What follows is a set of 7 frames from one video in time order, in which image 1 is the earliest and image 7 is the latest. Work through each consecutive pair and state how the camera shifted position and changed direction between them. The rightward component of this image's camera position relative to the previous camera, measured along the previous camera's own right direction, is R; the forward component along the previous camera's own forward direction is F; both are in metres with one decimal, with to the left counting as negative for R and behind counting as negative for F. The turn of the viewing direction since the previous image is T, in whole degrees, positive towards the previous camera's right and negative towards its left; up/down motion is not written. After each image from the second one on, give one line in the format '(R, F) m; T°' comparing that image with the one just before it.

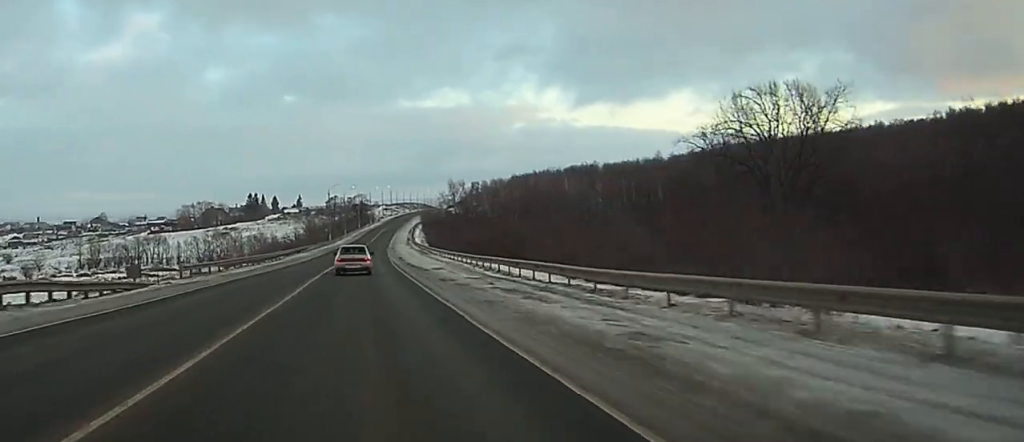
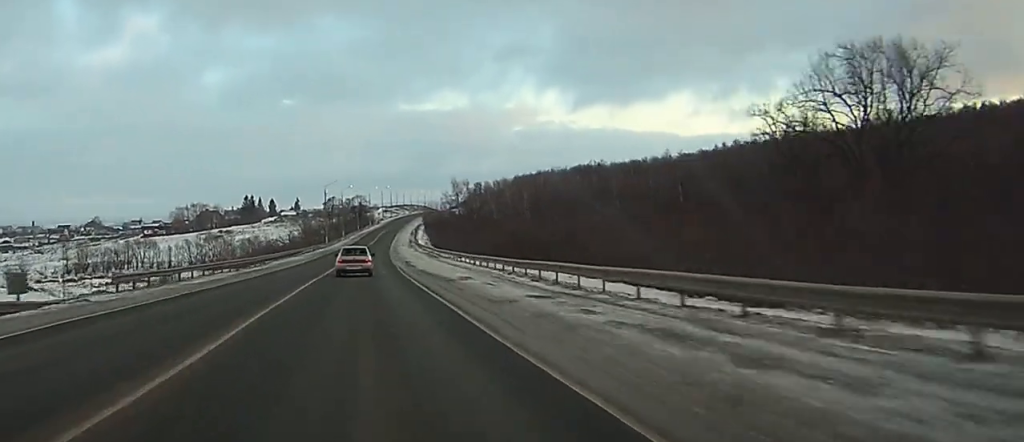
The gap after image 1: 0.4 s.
(0.0, +12.6) m; 0°
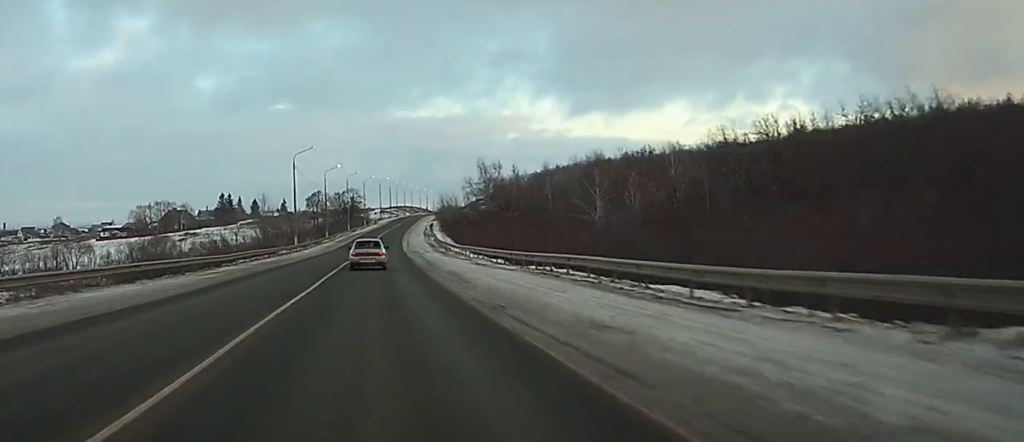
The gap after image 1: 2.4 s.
(+0.7, +64.4) m; +1°
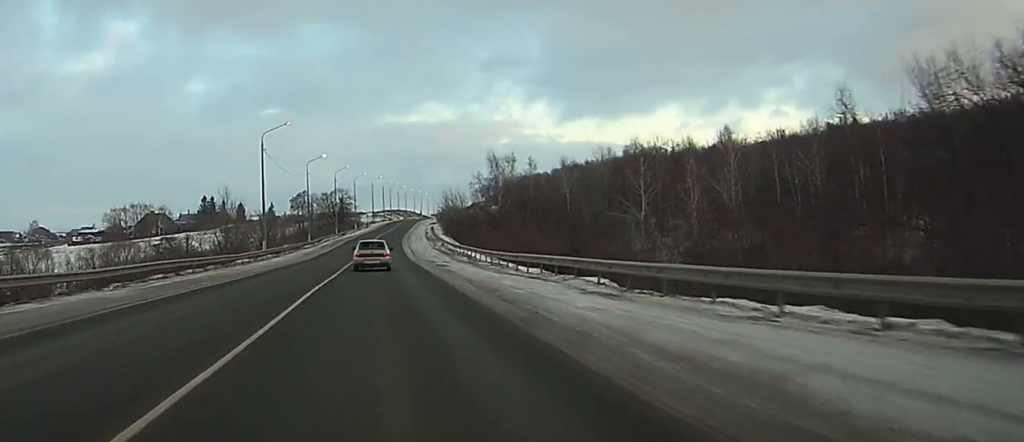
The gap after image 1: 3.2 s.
(0.0, +25.5) m; 0°
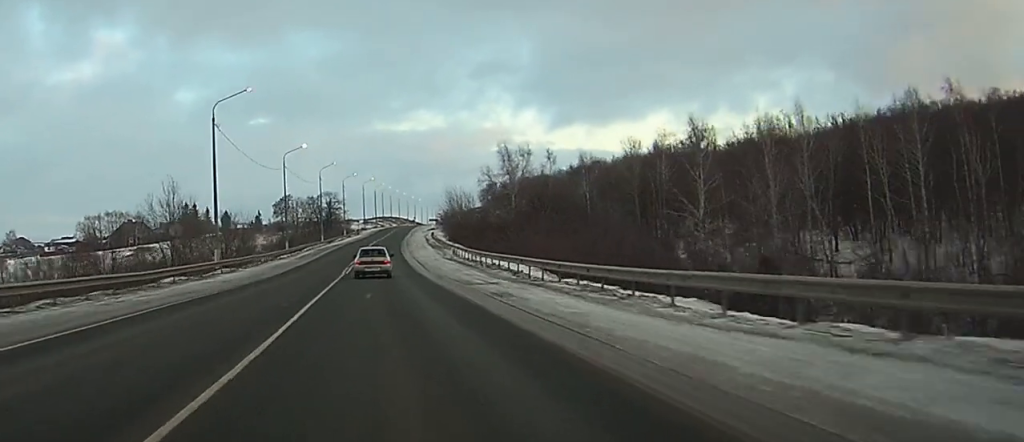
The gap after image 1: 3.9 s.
(+0.1, +22.2) m; 0°
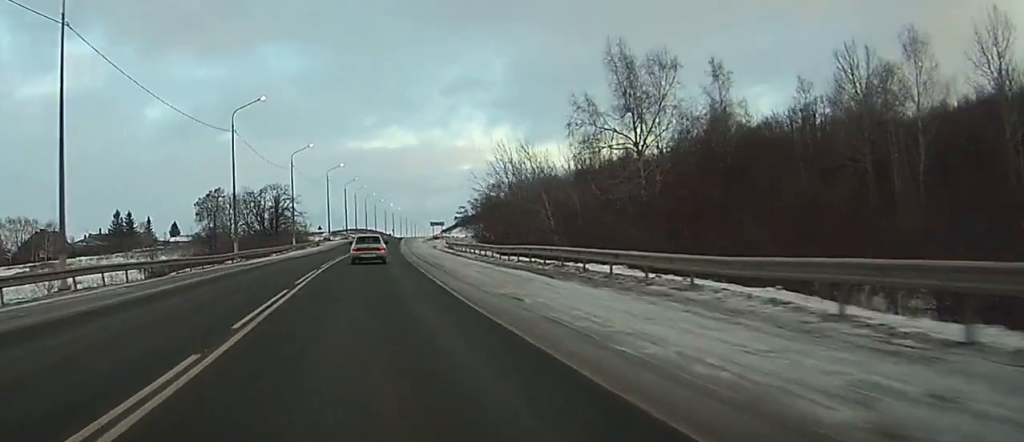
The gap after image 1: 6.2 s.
(+1.1, +70.4) m; +2°
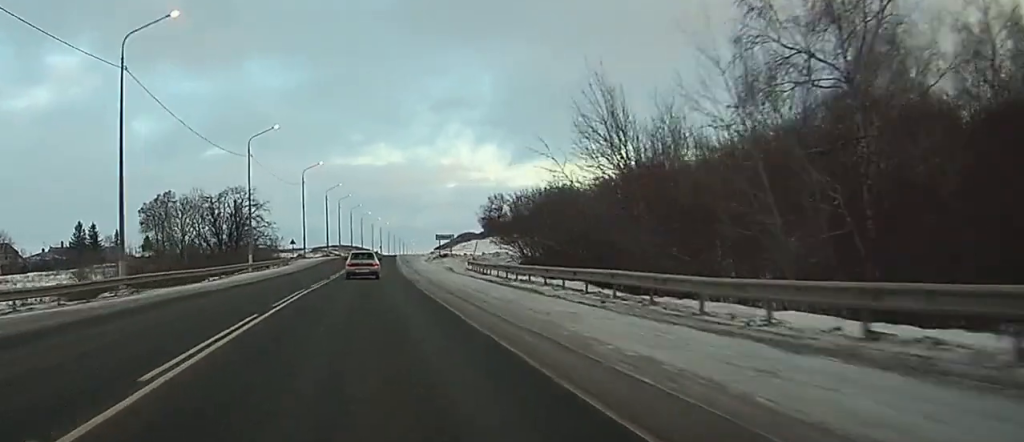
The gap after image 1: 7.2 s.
(+0.1, +29.9) m; +1°
